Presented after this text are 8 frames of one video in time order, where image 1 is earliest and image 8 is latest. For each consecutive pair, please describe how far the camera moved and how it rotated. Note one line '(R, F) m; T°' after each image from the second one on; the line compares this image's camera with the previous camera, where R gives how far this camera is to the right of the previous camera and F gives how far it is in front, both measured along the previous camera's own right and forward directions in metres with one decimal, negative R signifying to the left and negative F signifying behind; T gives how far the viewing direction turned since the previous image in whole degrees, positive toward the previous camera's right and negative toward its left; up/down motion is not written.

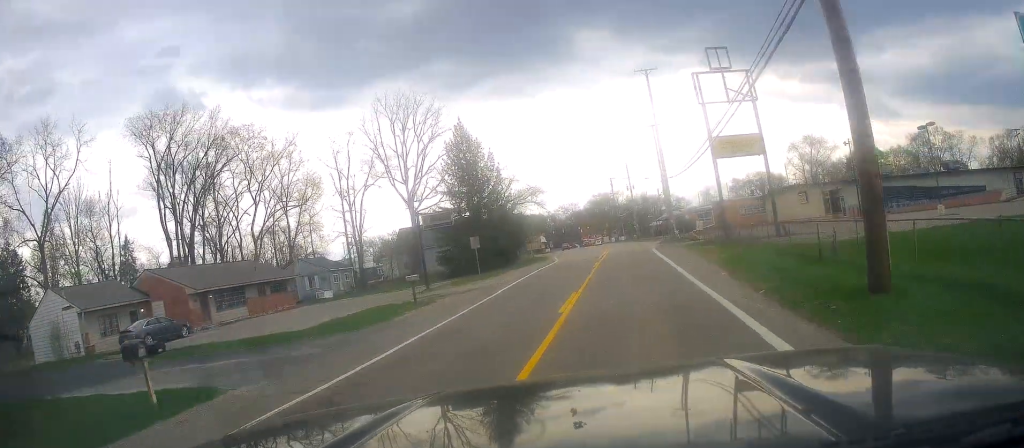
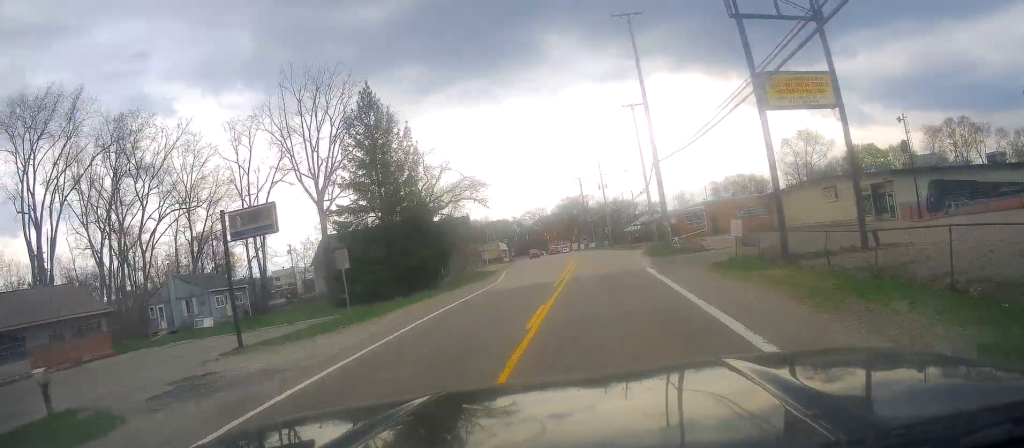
(-0.3, +16.2) m; -2°
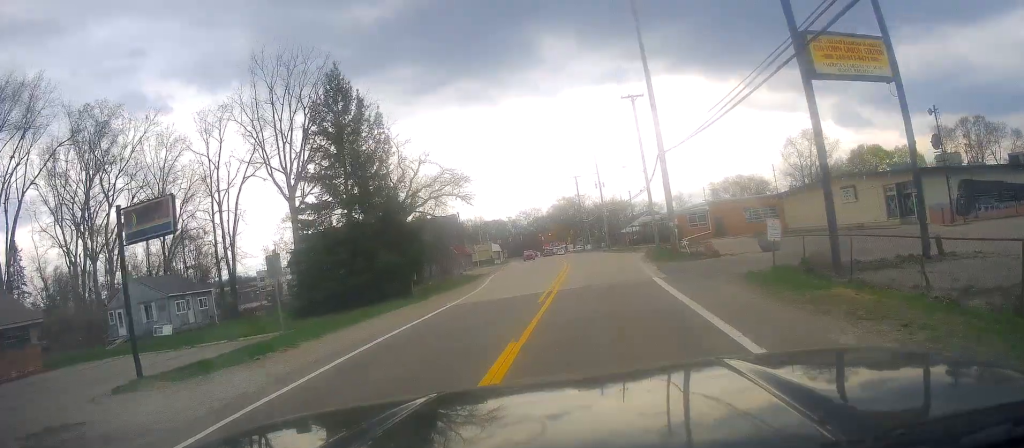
(0.0, +5.0) m; 0°
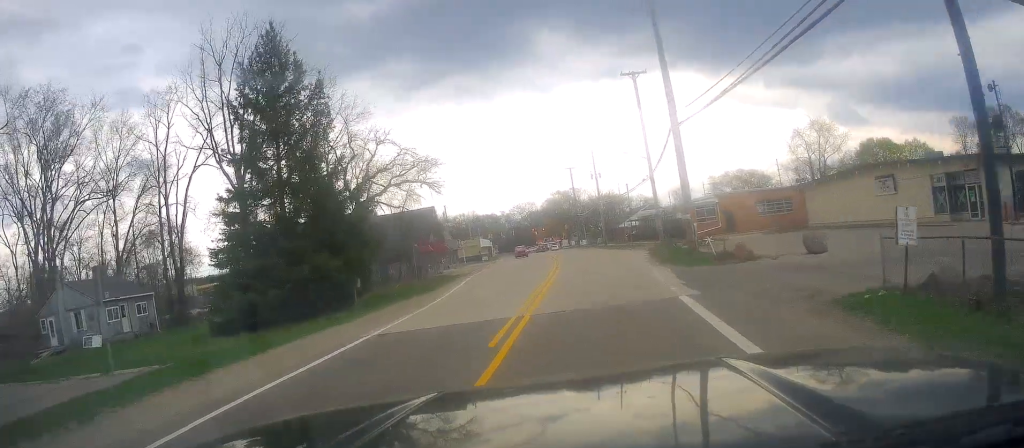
(0.0, +7.4) m; 0°
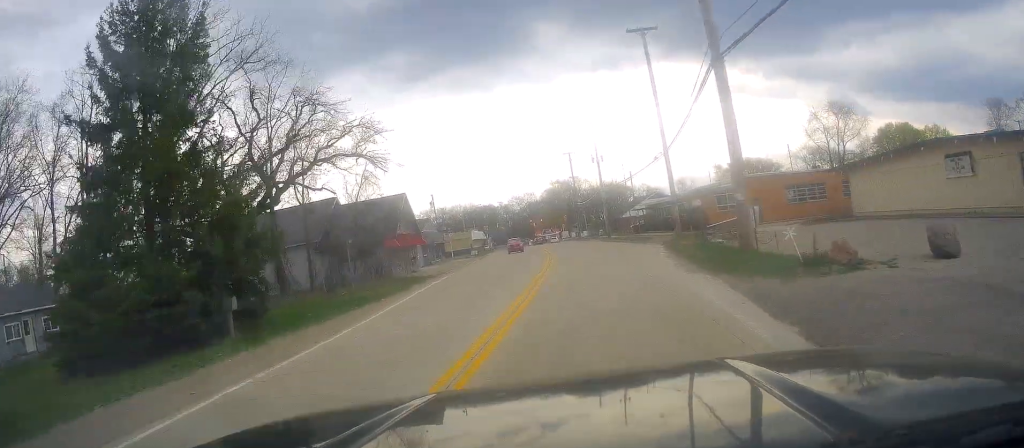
(0.0, +9.7) m; 0°
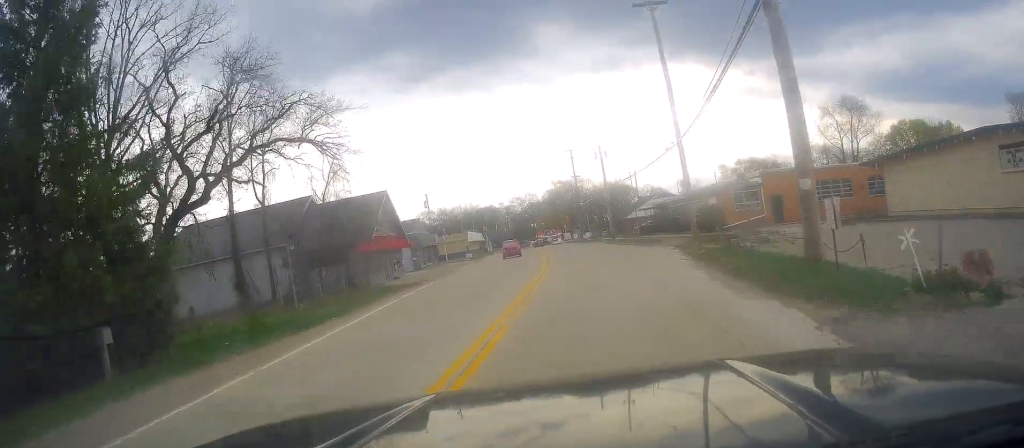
(0.0, +5.4) m; +1°
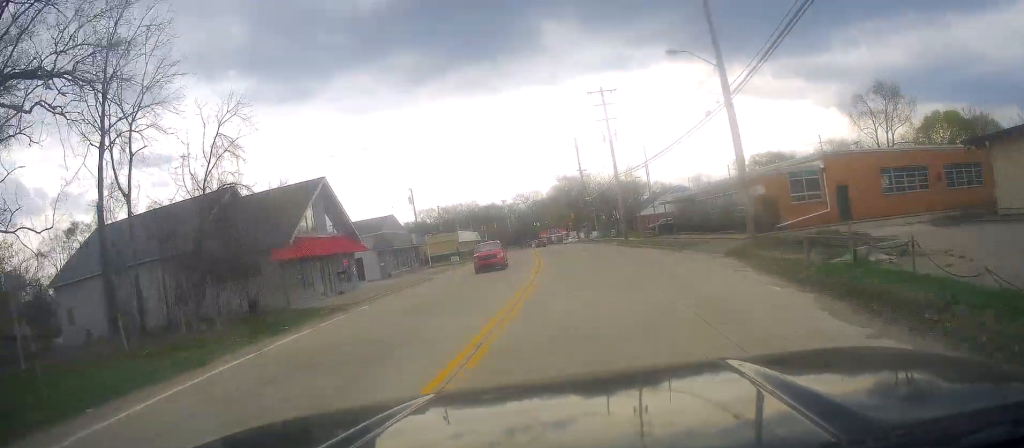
(+0.1, +12.4) m; +1°
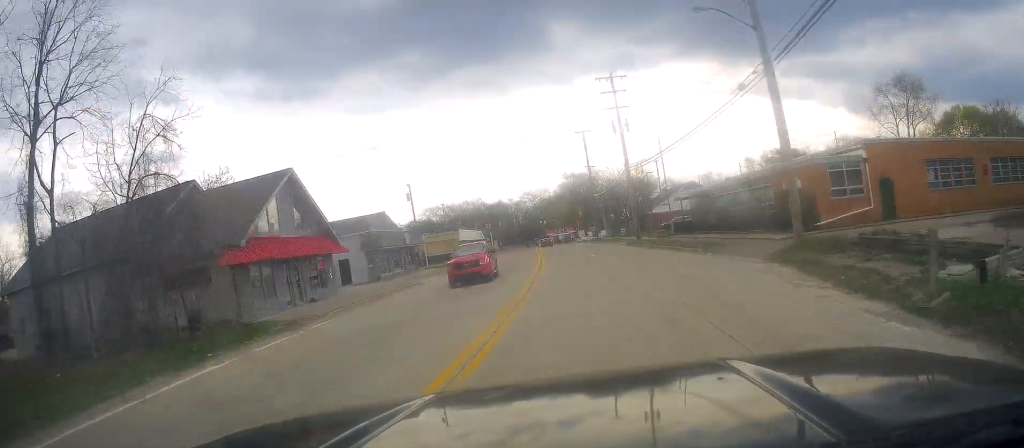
(+0.3, +5.2) m; -1°
